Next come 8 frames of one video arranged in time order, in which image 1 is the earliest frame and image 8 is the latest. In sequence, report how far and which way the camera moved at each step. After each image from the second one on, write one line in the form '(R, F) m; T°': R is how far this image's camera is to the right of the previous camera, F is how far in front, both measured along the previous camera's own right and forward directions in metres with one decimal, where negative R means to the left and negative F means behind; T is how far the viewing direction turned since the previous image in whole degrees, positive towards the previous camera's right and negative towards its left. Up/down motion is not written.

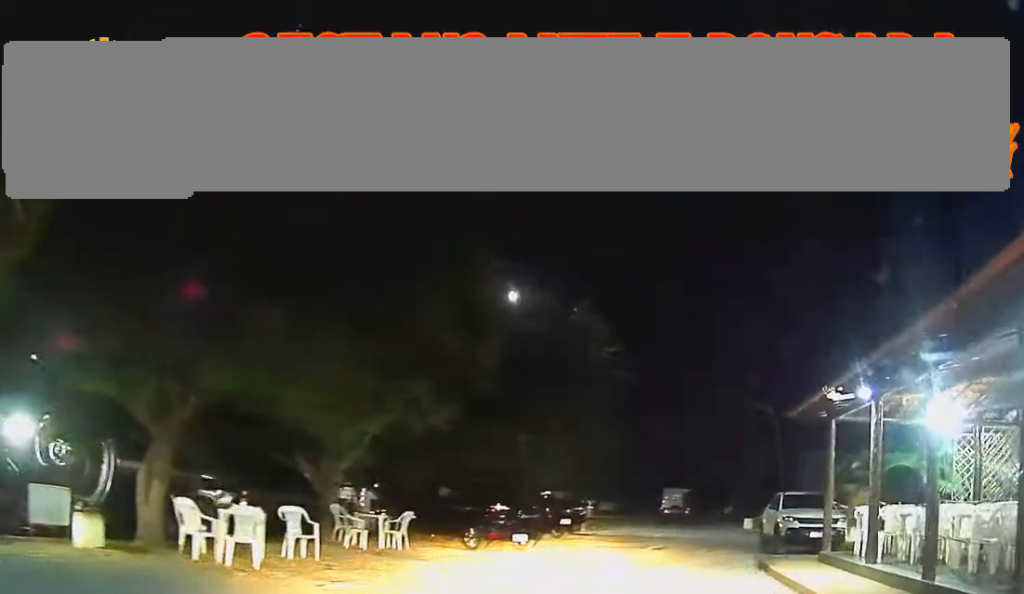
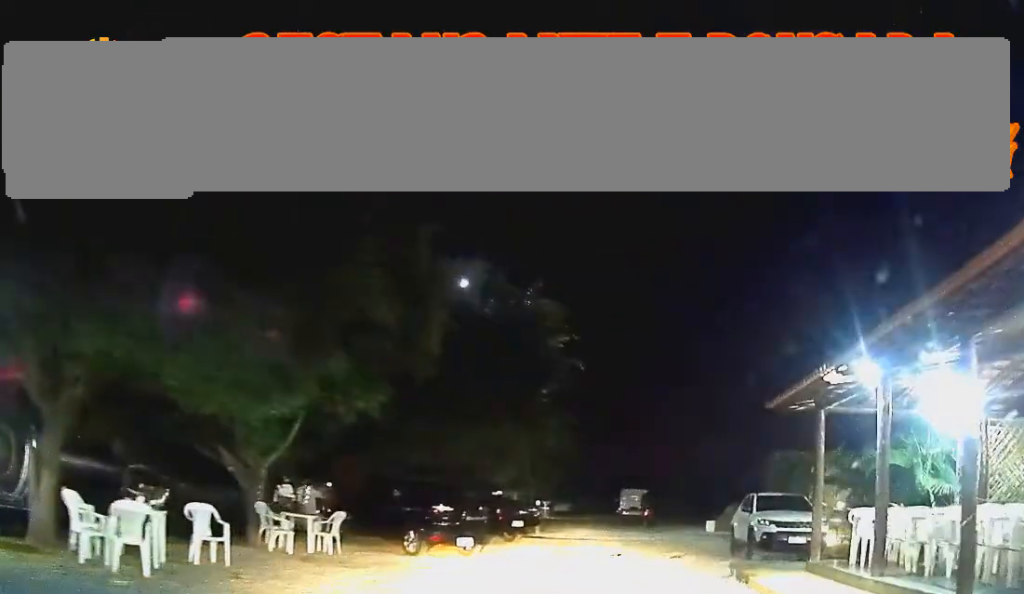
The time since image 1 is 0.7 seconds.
(0.0, +1.7) m; 0°
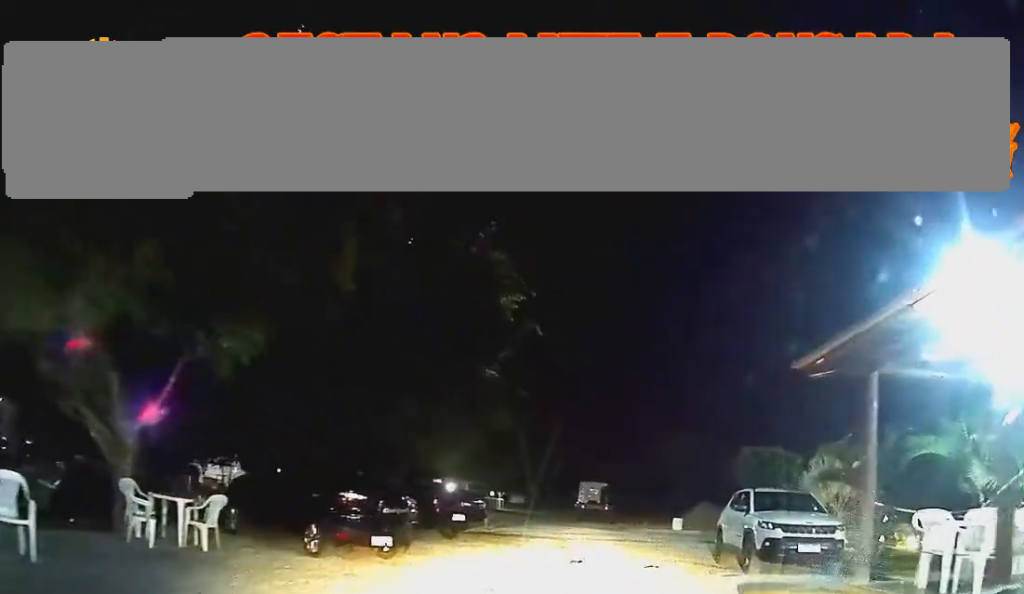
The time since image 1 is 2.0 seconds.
(0.0, +3.5) m; 0°
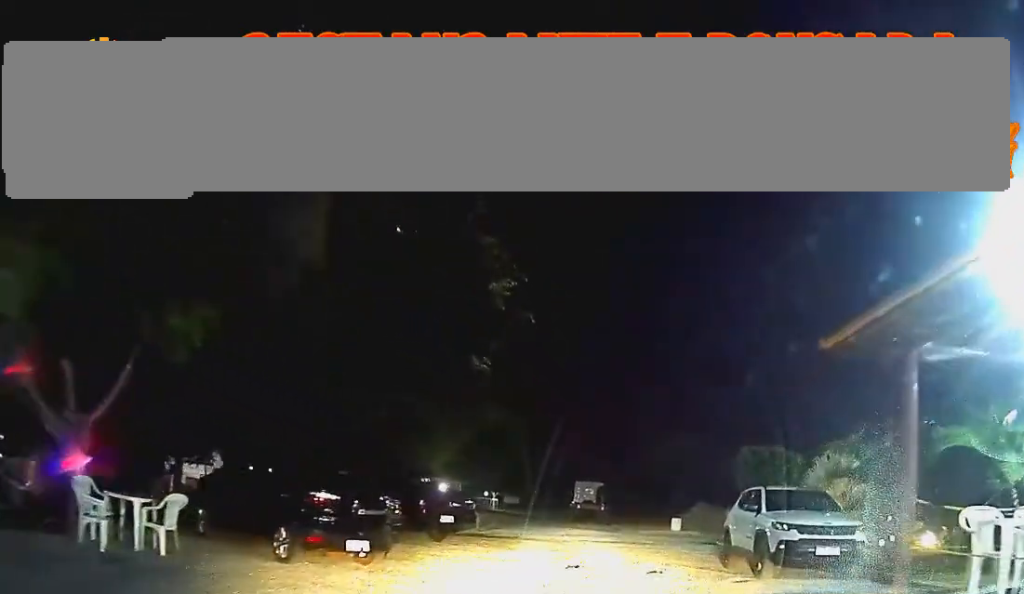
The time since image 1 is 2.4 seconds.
(0.0, +1.2) m; 0°
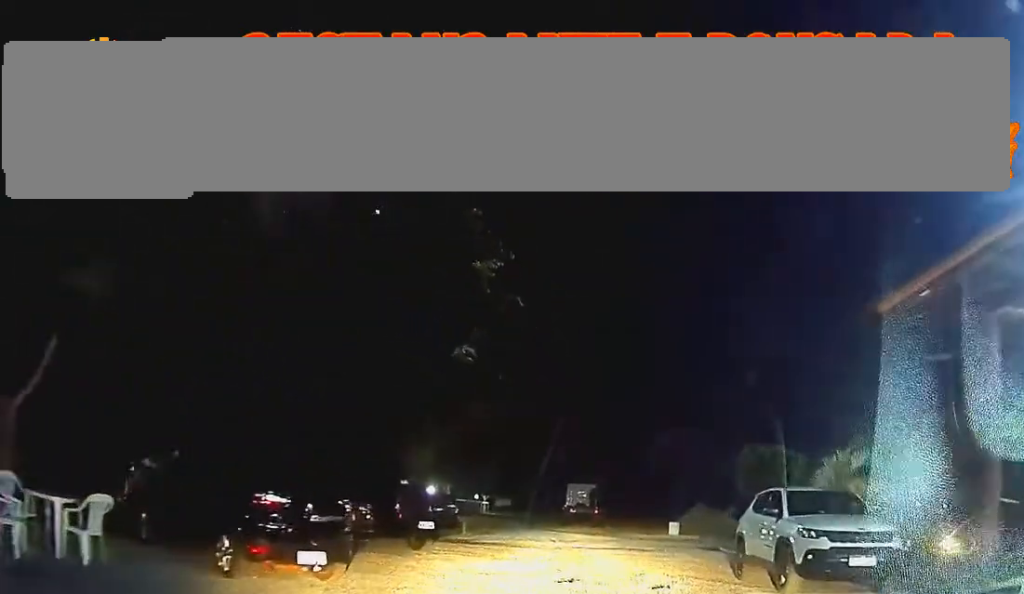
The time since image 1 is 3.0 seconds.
(0.0, +1.8) m; 0°
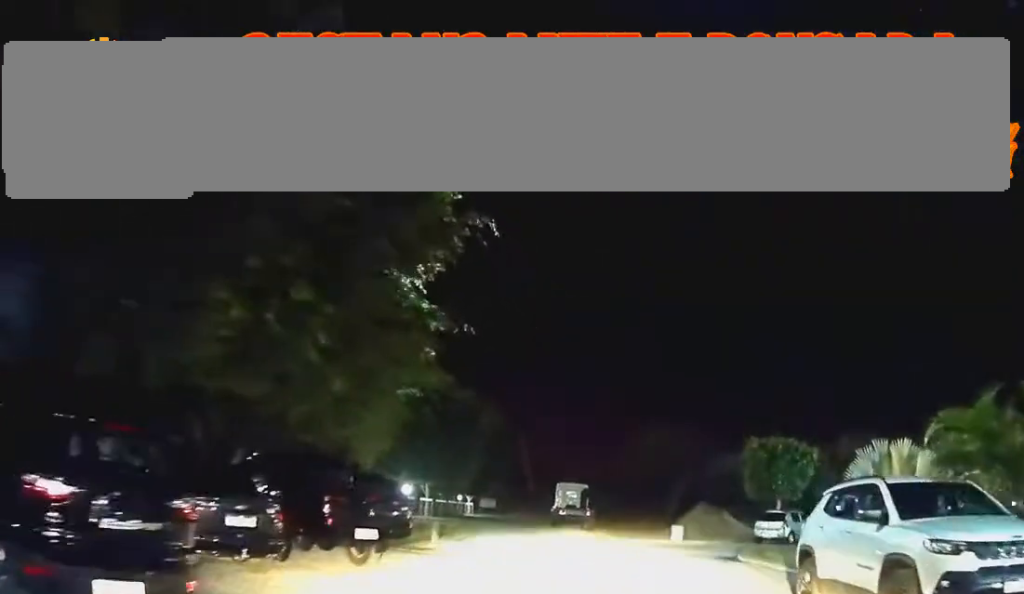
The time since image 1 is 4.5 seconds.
(0.0, +4.5) m; 0°
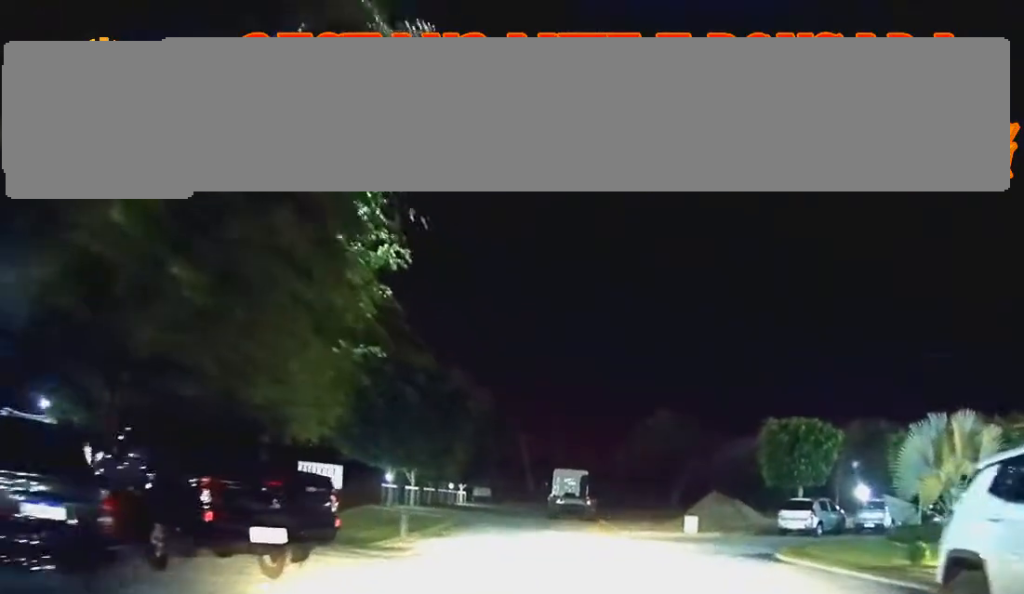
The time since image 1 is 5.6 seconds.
(0.0, +3.8) m; 0°
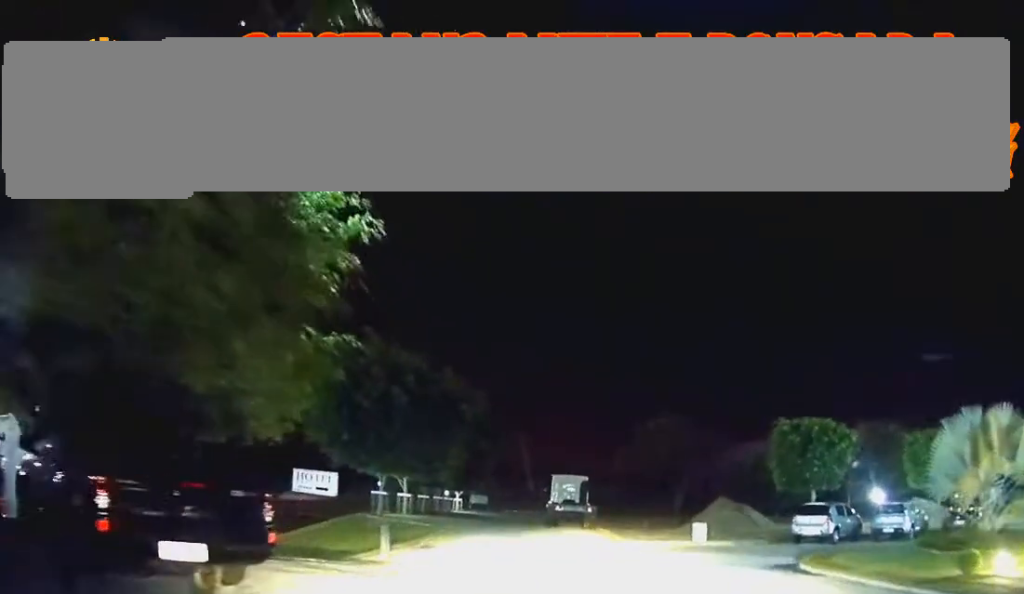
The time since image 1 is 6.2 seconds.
(0.0, +1.8) m; 0°
